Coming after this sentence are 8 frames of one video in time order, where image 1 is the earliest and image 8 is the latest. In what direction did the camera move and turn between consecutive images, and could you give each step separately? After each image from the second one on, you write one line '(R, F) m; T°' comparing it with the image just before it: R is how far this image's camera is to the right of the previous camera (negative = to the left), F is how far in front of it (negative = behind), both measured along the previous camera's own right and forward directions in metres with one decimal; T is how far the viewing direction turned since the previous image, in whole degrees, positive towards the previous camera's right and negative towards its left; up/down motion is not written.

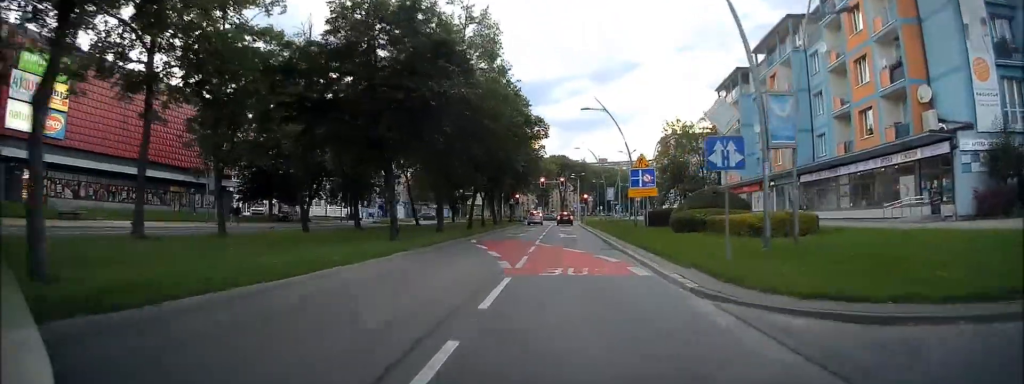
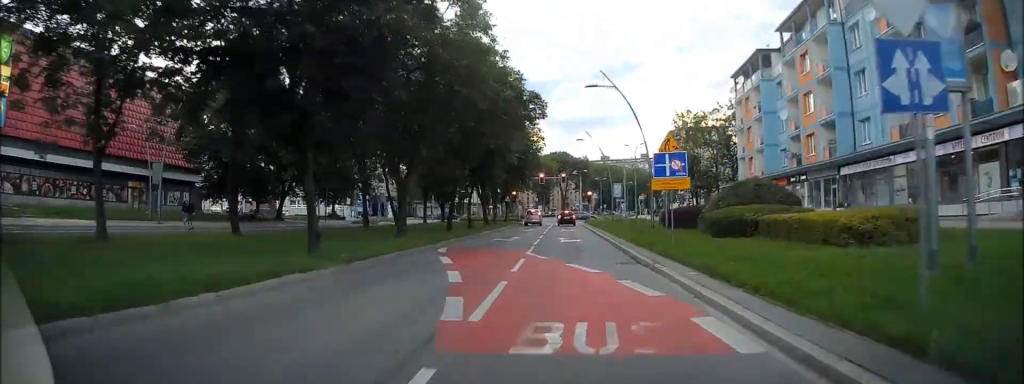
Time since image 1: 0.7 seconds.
(0.0, +7.4) m; 0°
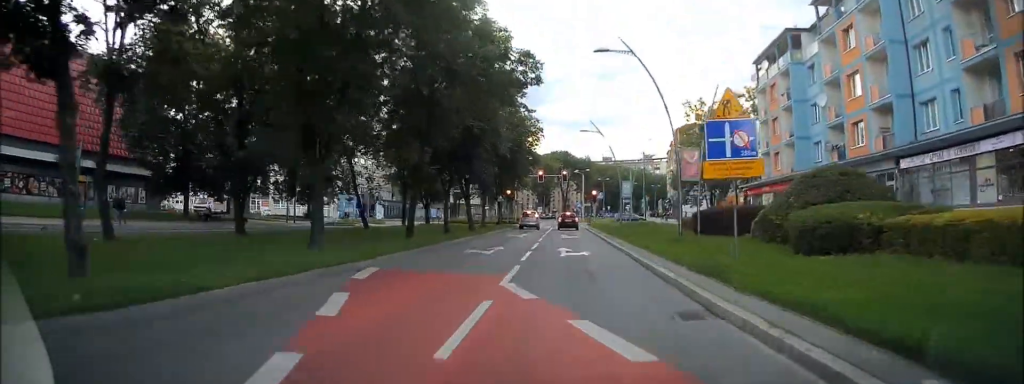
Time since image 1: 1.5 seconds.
(-0.1, +8.3) m; 0°
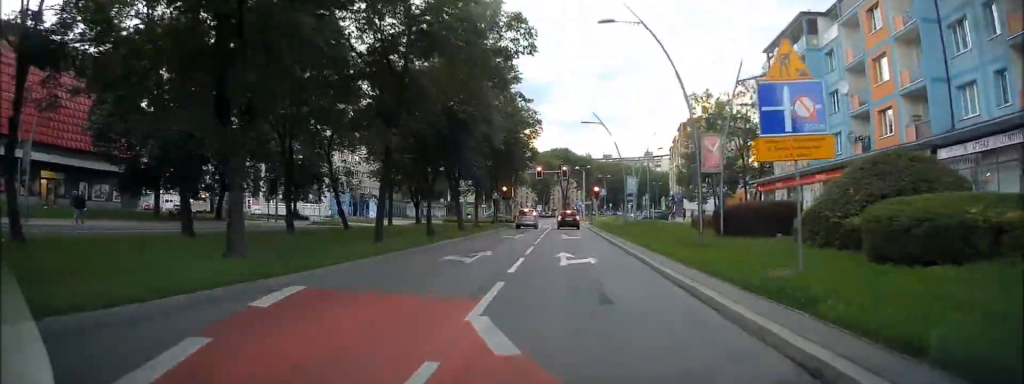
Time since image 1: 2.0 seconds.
(0.0, +3.9) m; 0°
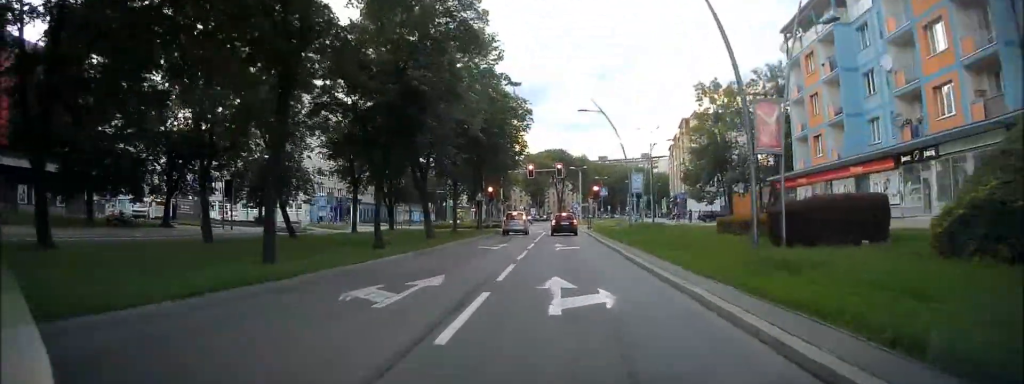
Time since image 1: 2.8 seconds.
(0.0, +7.2) m; 0°
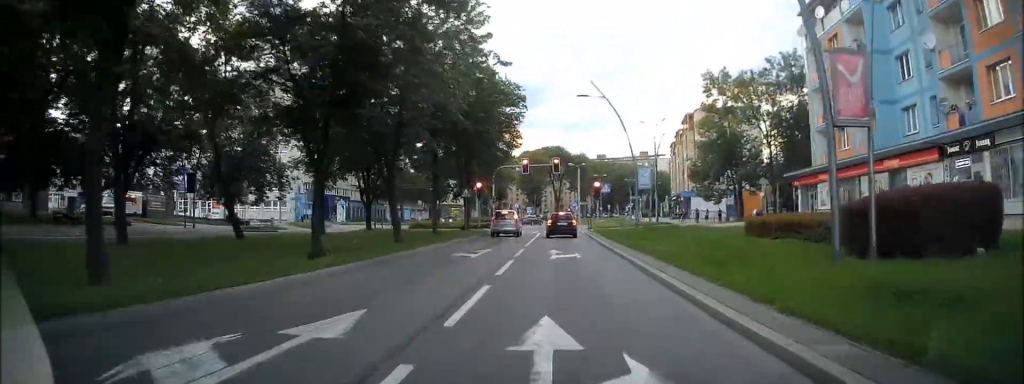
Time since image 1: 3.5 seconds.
(-0.1, +5.2) m; +1°
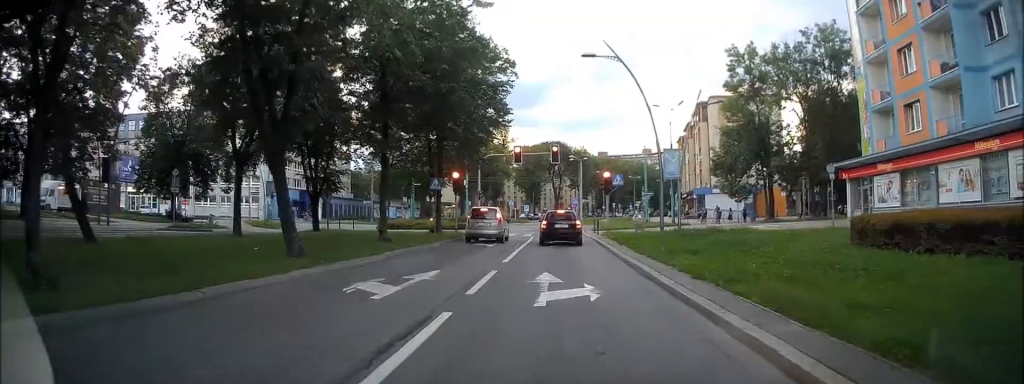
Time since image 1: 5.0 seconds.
(0.0, +9.5) m; -2°
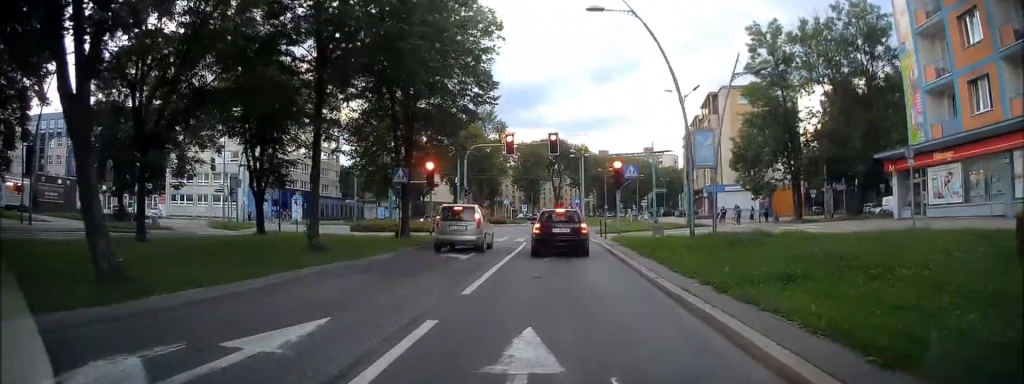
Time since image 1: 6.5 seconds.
(+0.1, +6.9) m; +2°
